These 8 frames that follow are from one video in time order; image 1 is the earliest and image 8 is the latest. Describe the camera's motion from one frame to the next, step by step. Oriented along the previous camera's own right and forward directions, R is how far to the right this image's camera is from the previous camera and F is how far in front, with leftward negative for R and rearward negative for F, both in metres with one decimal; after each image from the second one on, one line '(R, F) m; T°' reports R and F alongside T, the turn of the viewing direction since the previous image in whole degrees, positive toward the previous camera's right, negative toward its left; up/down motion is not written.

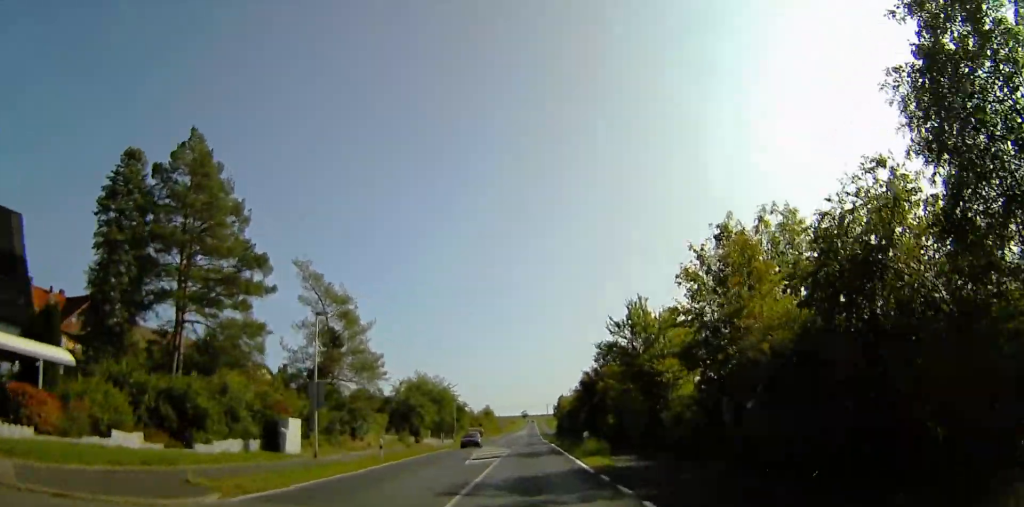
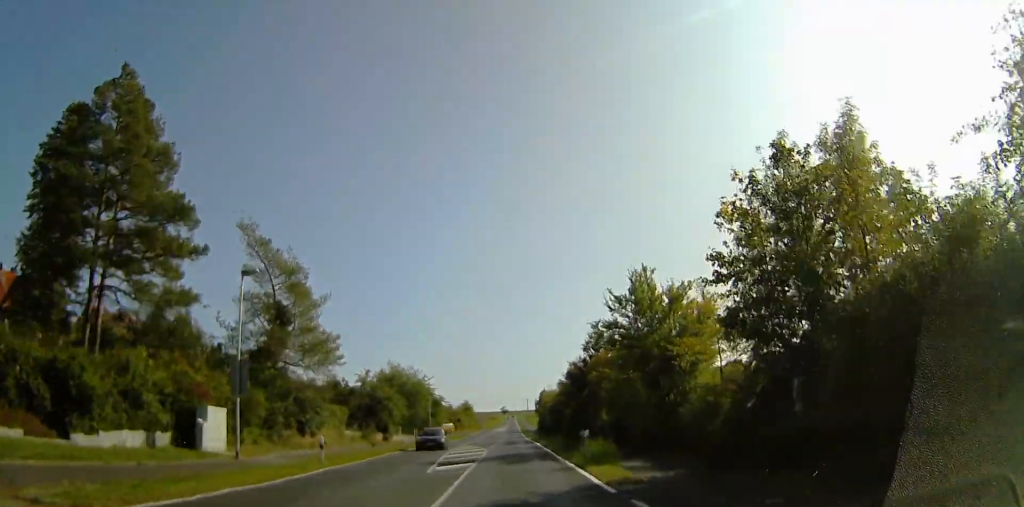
(0.0, +6.8) m; 0°
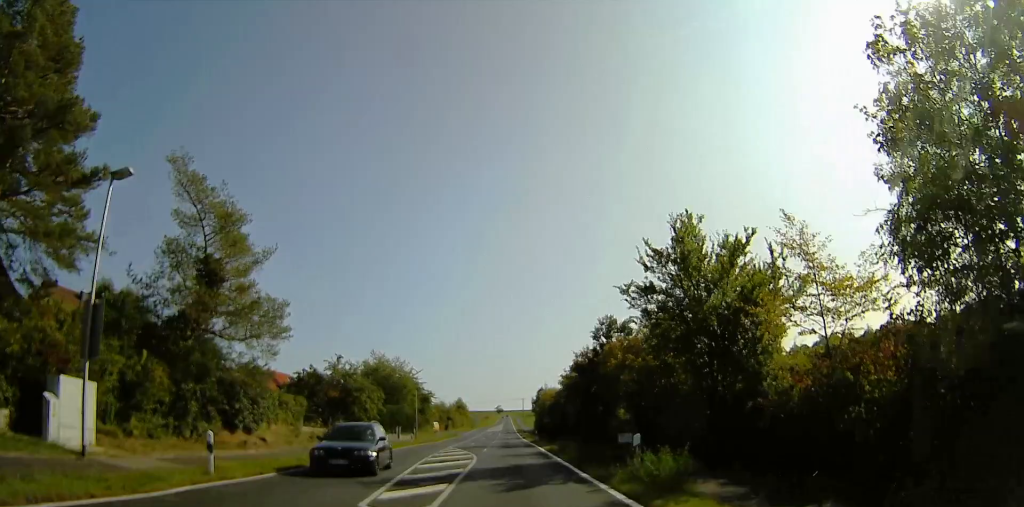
(0.0, +8.7) m; 0°
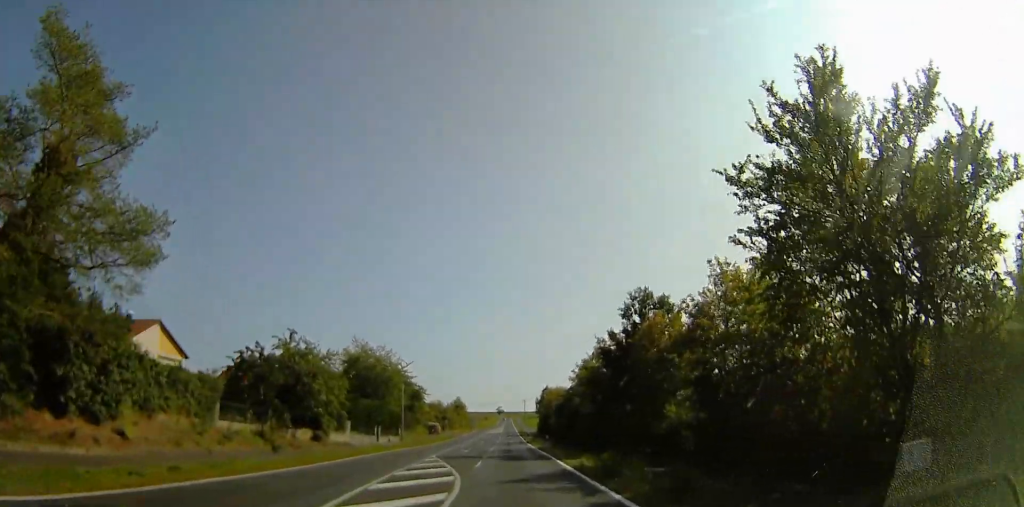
(0.0, +10.9) m; 0°
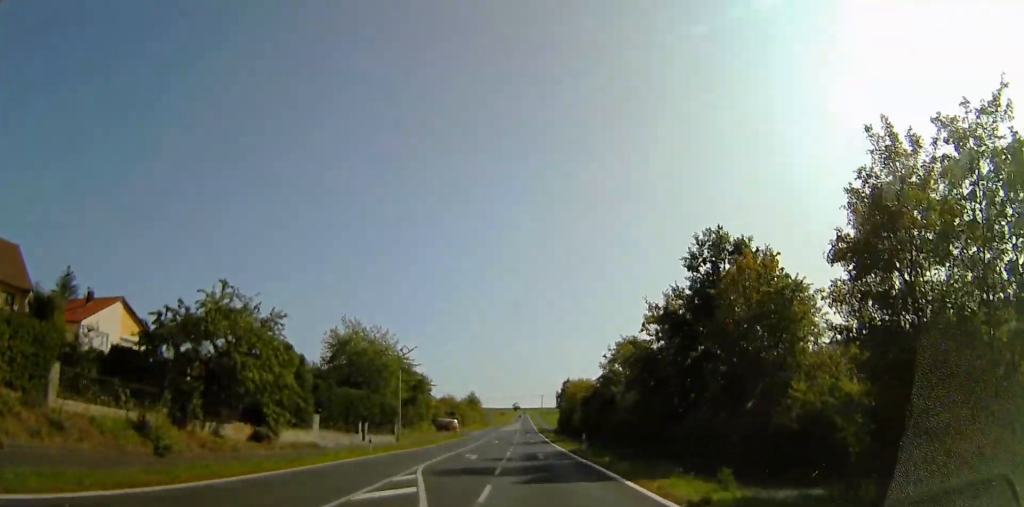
(0.0, +10.3) m; 0°
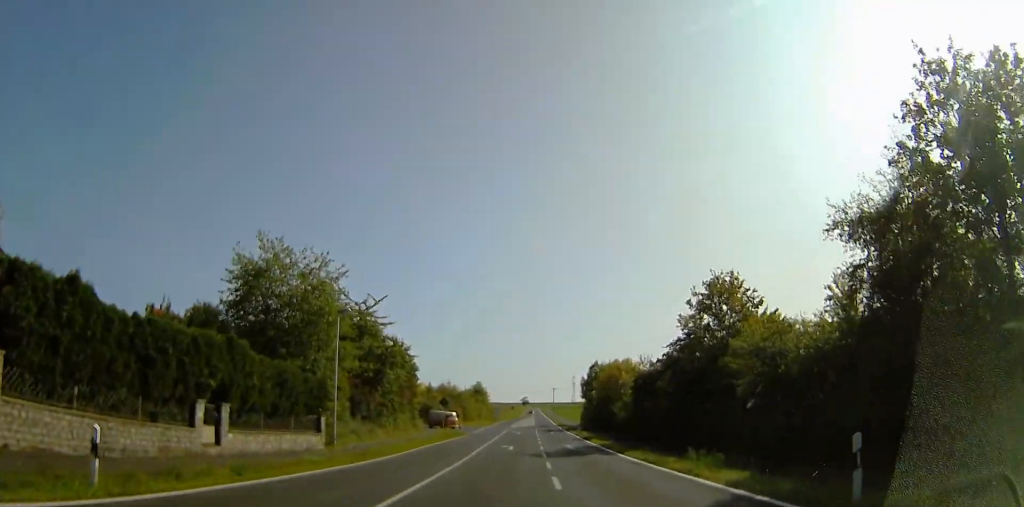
(0.0, +20.7) m; 0°
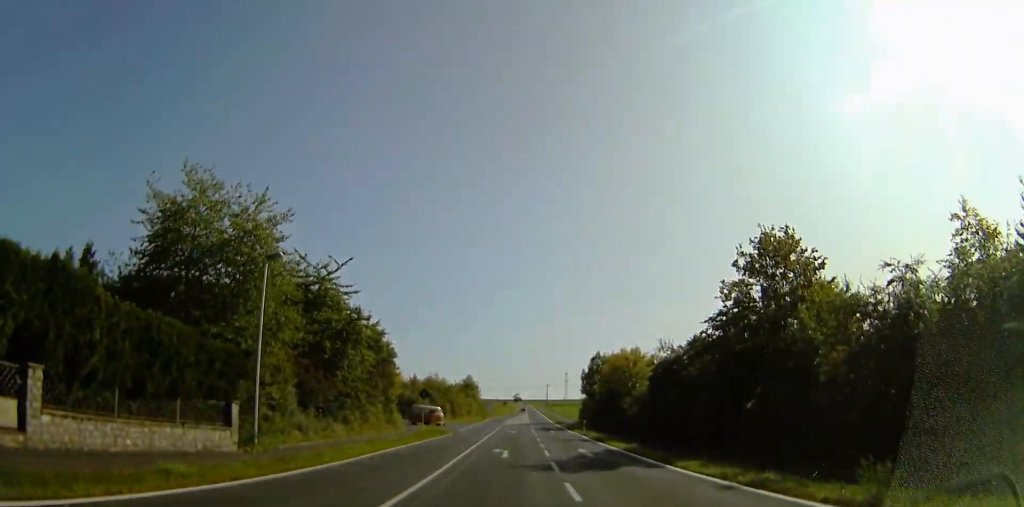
(0.0, +7.4) m; +1°
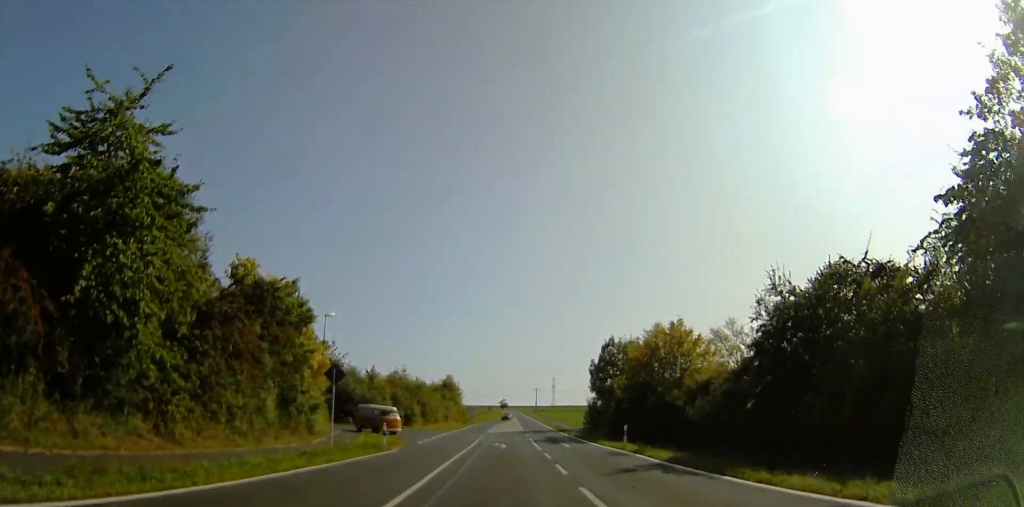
(+0.6, +18.3) m; +4°
